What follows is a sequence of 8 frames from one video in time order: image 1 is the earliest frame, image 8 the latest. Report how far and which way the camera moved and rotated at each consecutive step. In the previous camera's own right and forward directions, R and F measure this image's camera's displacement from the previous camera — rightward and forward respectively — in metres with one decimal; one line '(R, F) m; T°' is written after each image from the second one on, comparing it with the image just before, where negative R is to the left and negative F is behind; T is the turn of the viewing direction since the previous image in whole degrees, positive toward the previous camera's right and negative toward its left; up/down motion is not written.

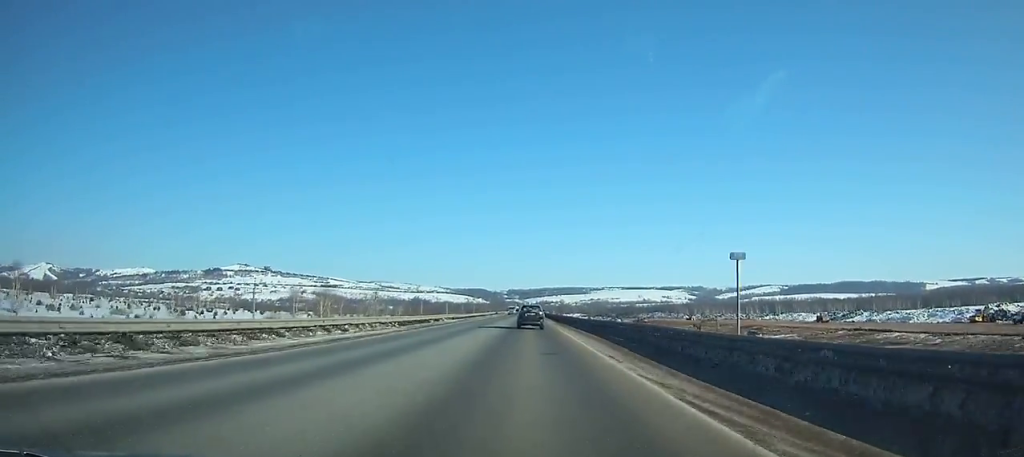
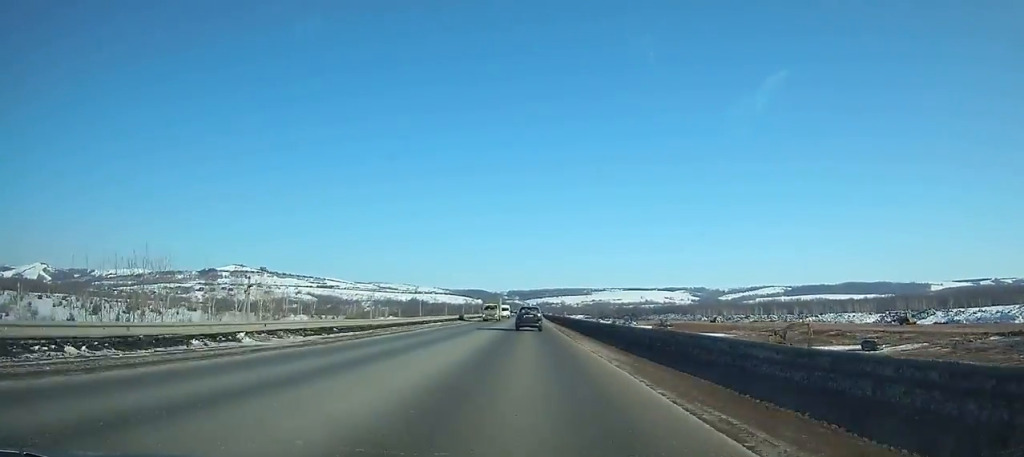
(-0.1, +45.0) m; 0°
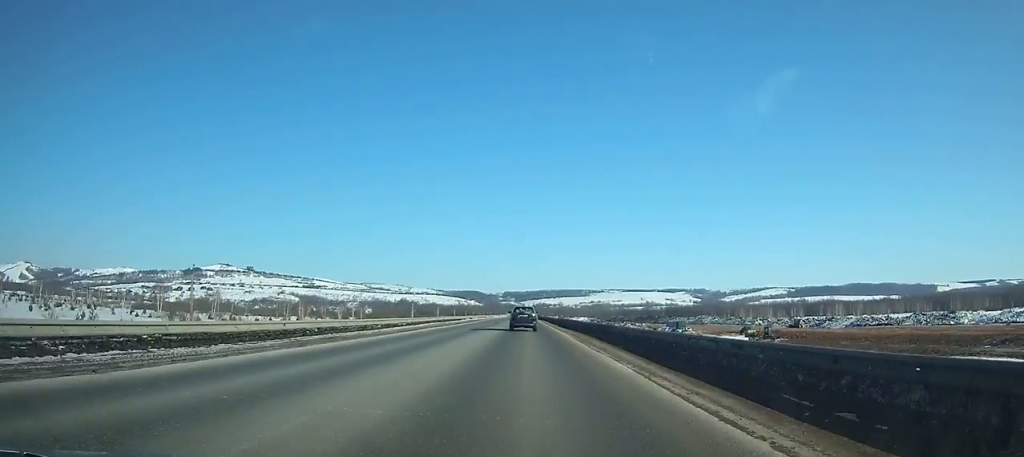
(0.0, +95.9) m; 0°
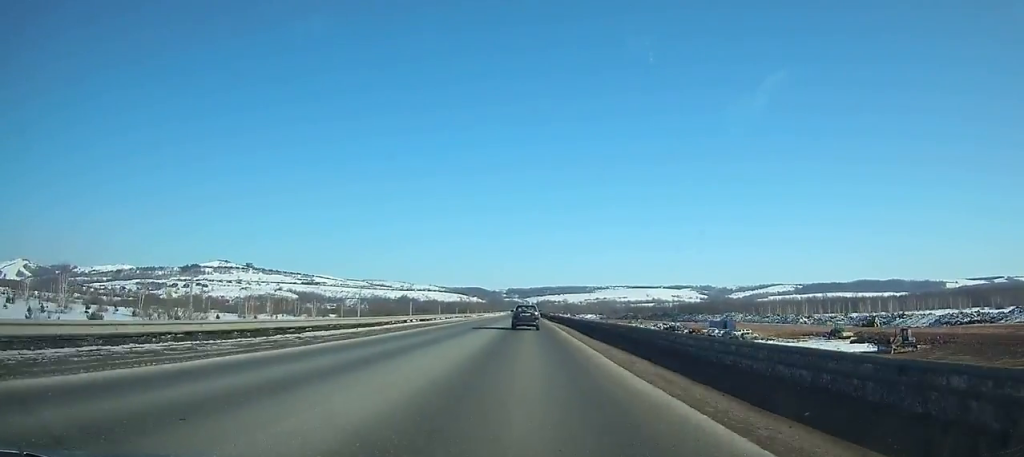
(0.0, +45.8) m; 0°
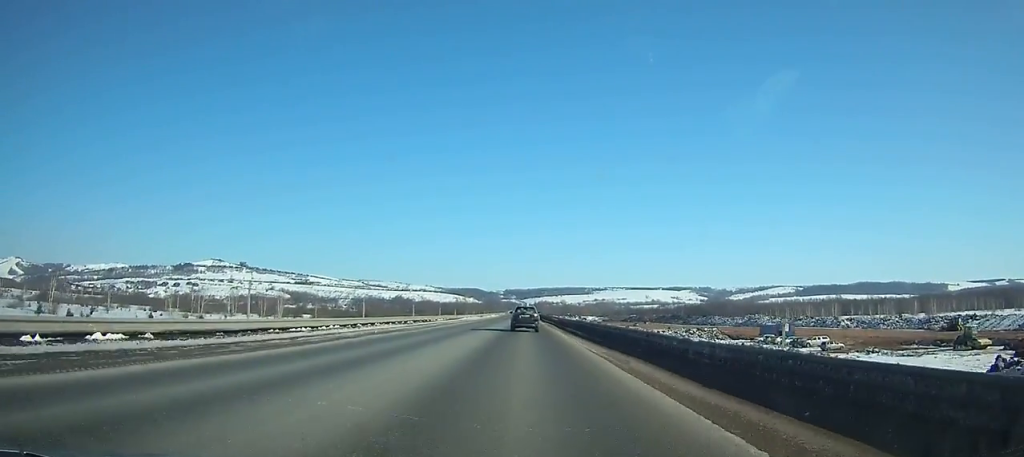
(+0.1, +36.2) m; 0°
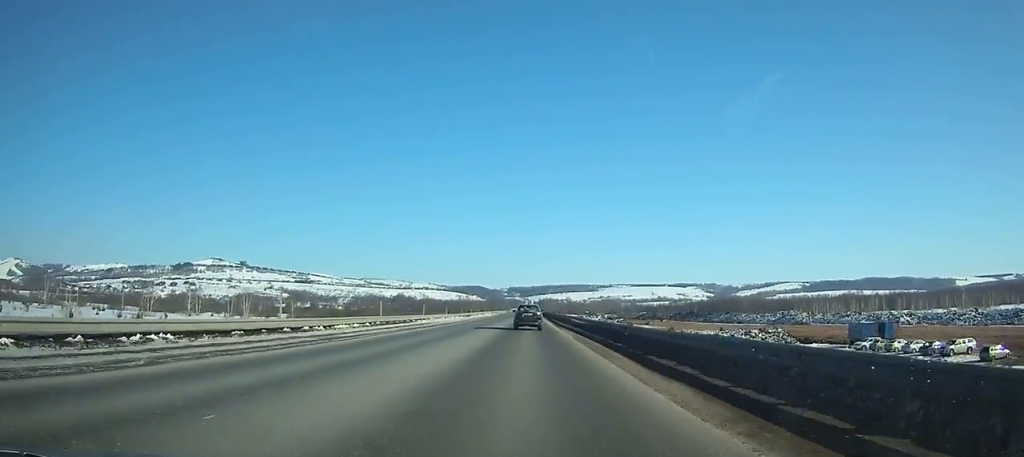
(0.0, +33.8) m; 0°
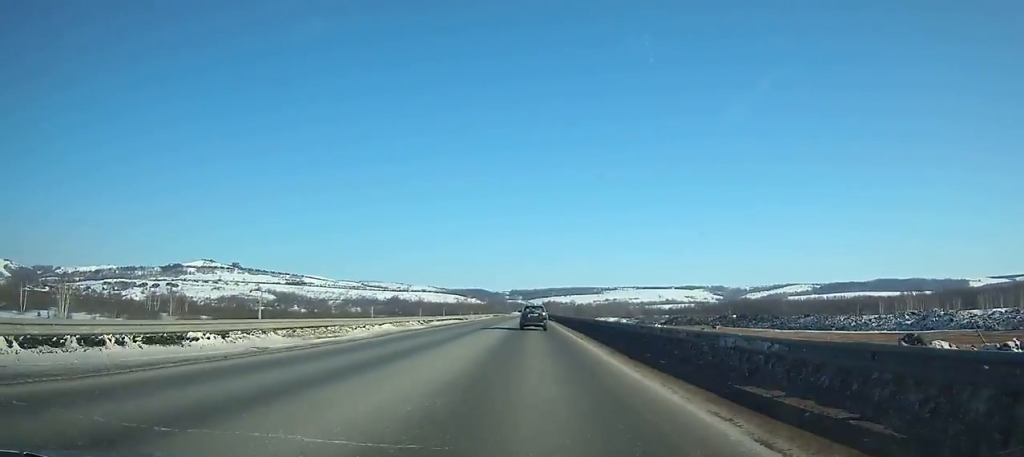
(-0.4, +94.4) m; 0°
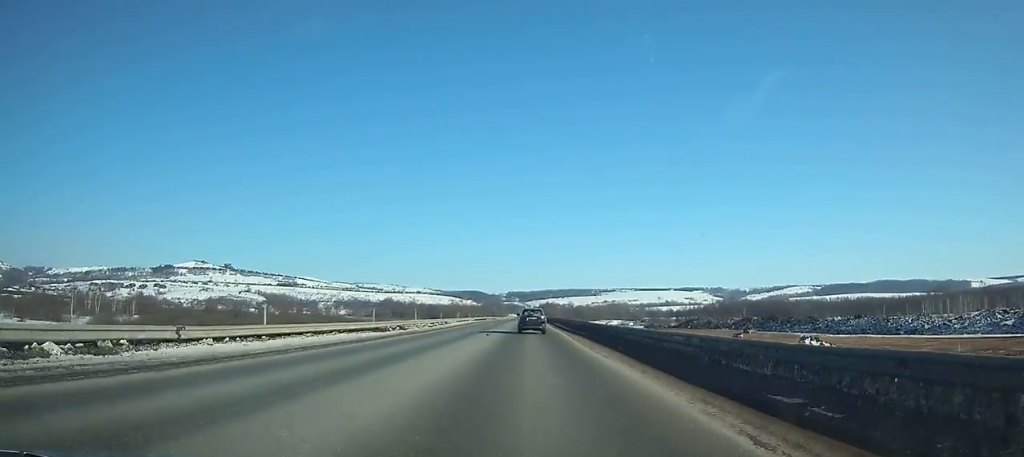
(-0.1, +41.2) m; 0°
